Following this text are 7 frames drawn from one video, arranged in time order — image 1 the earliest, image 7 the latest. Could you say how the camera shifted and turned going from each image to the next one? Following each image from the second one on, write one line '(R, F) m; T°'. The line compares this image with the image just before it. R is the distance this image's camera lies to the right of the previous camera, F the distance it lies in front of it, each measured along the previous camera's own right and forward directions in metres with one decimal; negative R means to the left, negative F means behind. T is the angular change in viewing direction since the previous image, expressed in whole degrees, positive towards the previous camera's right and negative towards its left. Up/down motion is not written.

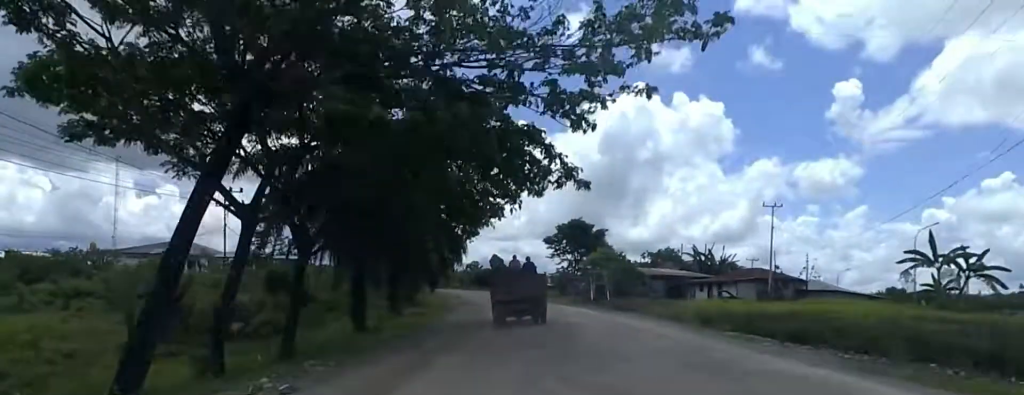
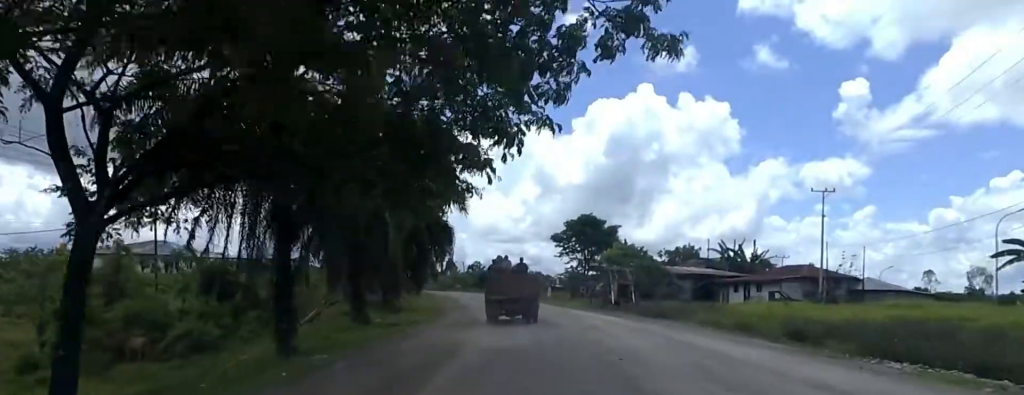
(-0.7, +9.4) m; -2°
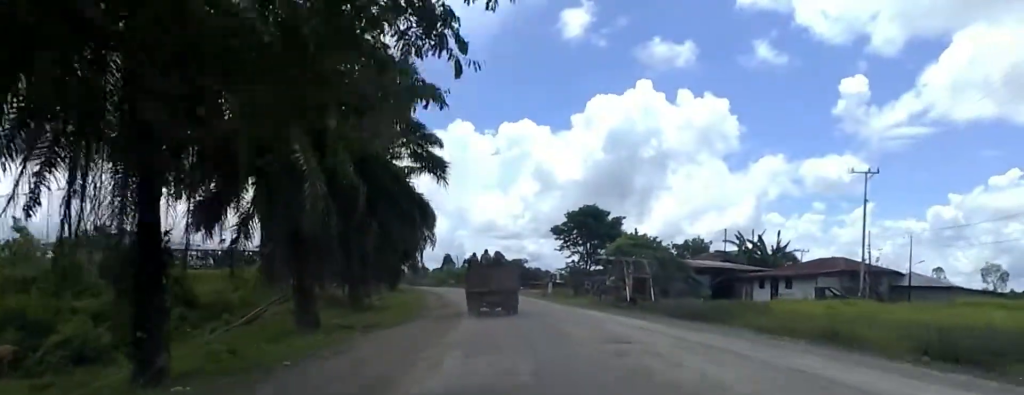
(+0.6, +7.2) m; 0°
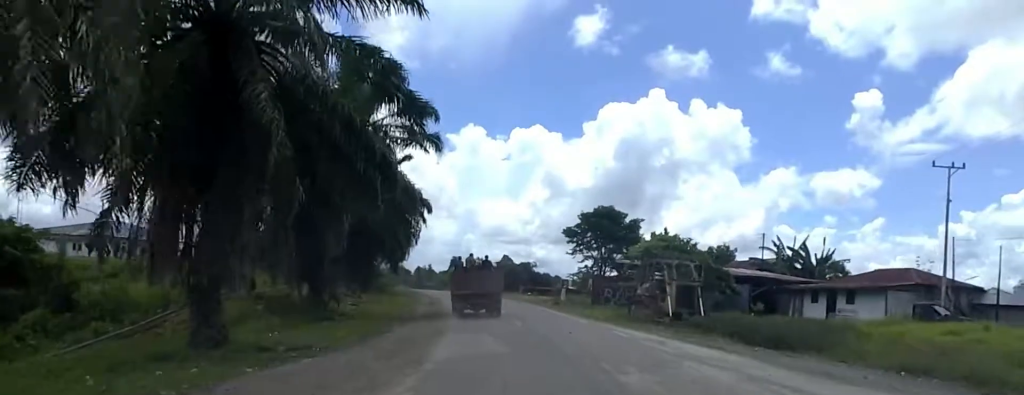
(-0.7, +8.1) m; -5°
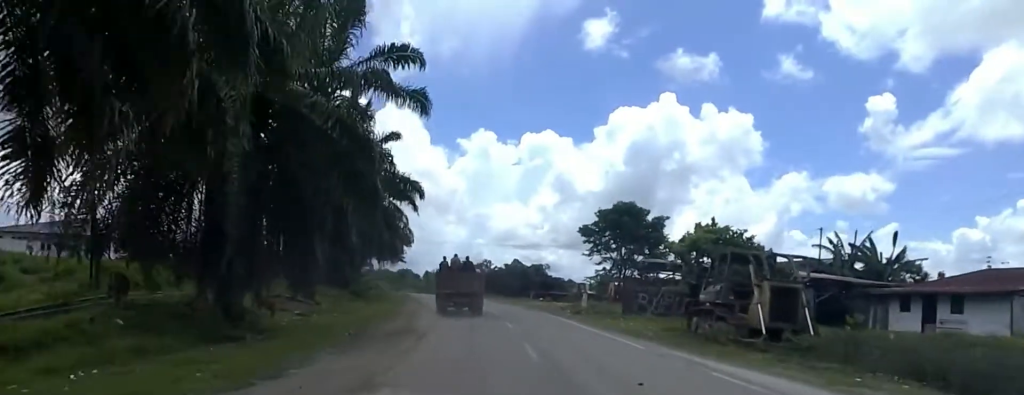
(-0.1, +9.0) m; +4°
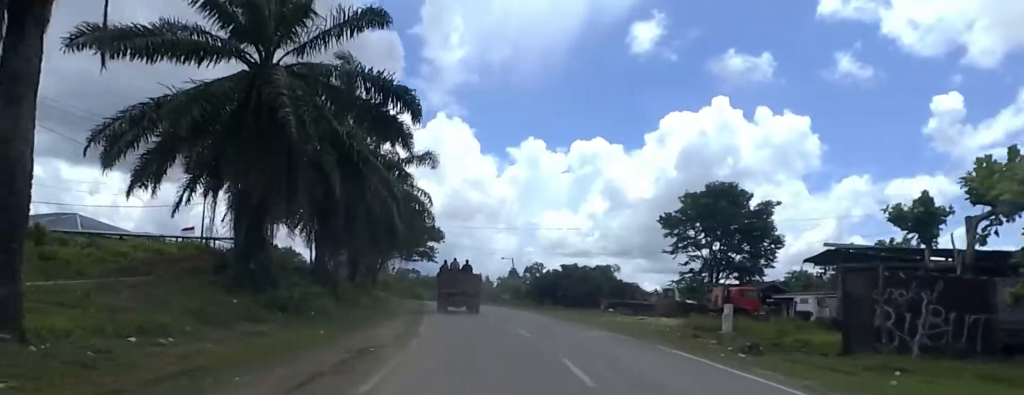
(-1.2, +18.1) m; -5°
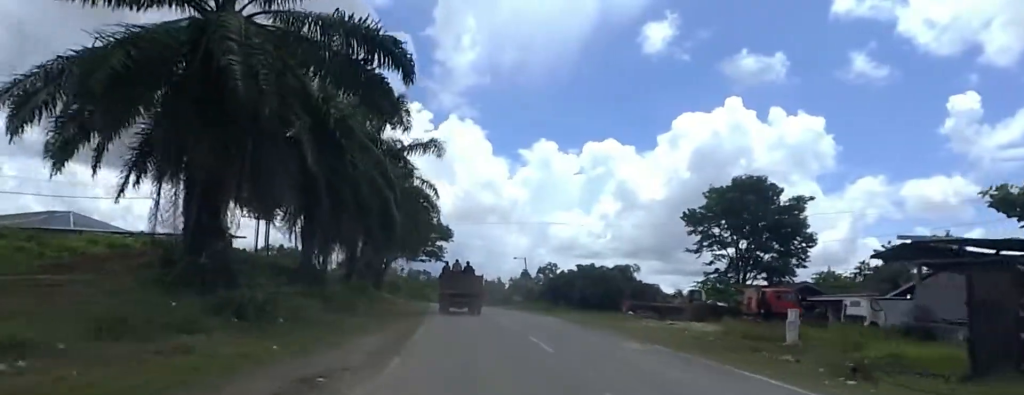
(+0.1, +3.9) m; 0°
